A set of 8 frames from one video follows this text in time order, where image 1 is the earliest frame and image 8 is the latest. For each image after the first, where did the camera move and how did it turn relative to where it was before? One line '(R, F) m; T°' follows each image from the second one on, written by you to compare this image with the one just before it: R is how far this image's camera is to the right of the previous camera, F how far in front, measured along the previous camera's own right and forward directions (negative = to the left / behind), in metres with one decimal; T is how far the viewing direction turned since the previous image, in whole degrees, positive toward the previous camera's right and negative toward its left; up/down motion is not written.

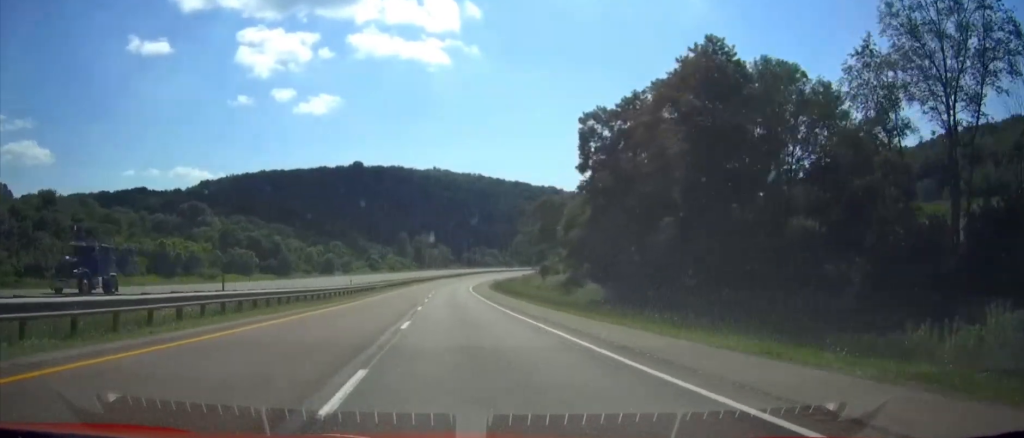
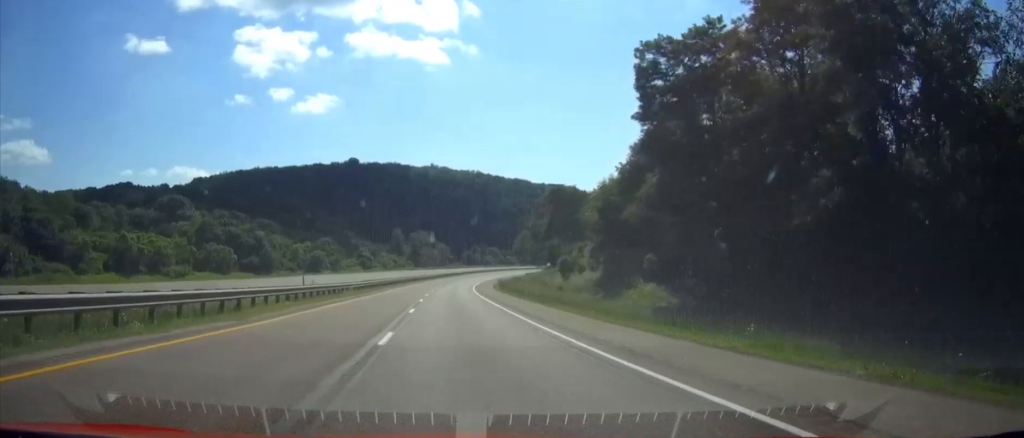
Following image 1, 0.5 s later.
(0.0, +16.7) m; 0°
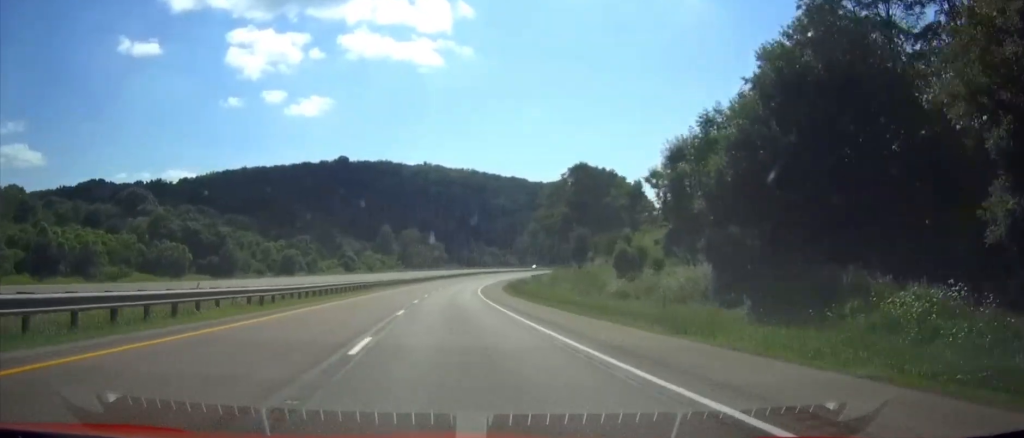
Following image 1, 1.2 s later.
(0.0, +26.1) m; 0°
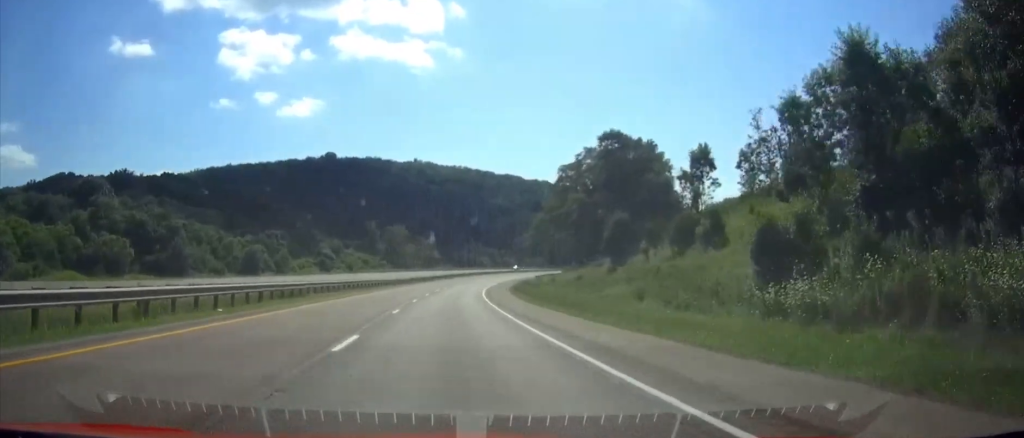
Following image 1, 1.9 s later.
(0.0, +23.6) m; 0°
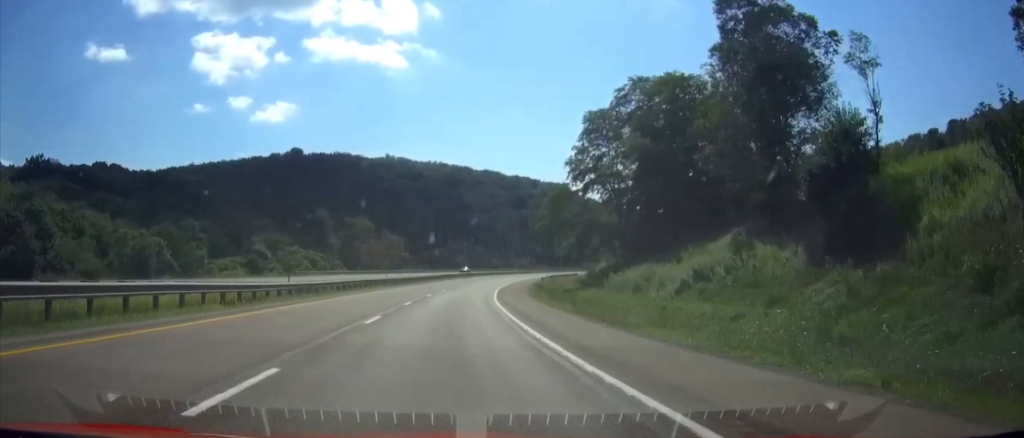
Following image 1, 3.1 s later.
(0.0, +42.1) m; +2°
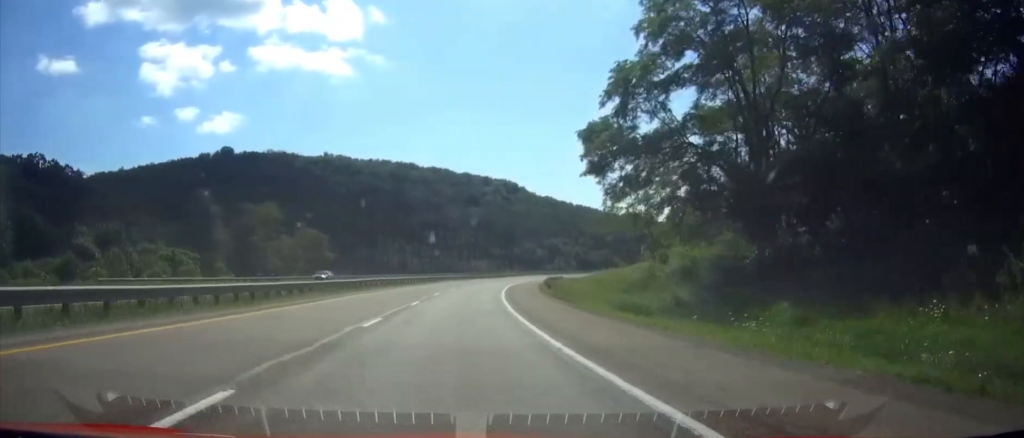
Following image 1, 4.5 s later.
(+2.8, +49.5) m; +6°
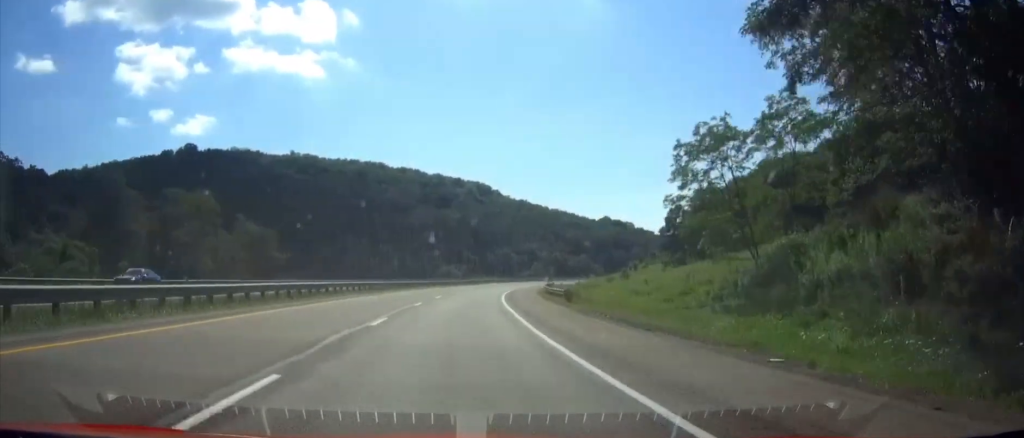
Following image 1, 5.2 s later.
(+0.2, +22.9) m; +2°
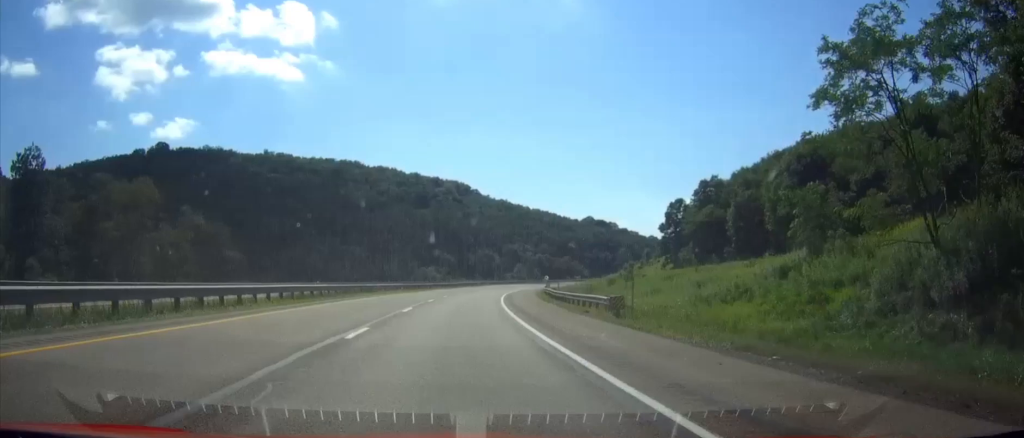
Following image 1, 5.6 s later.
(+0.5, +15.8) m; +2°
